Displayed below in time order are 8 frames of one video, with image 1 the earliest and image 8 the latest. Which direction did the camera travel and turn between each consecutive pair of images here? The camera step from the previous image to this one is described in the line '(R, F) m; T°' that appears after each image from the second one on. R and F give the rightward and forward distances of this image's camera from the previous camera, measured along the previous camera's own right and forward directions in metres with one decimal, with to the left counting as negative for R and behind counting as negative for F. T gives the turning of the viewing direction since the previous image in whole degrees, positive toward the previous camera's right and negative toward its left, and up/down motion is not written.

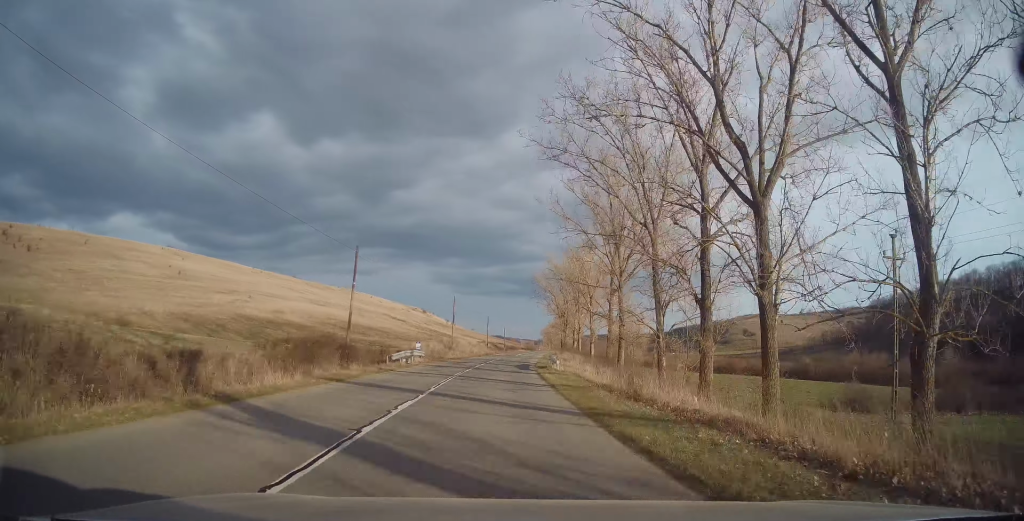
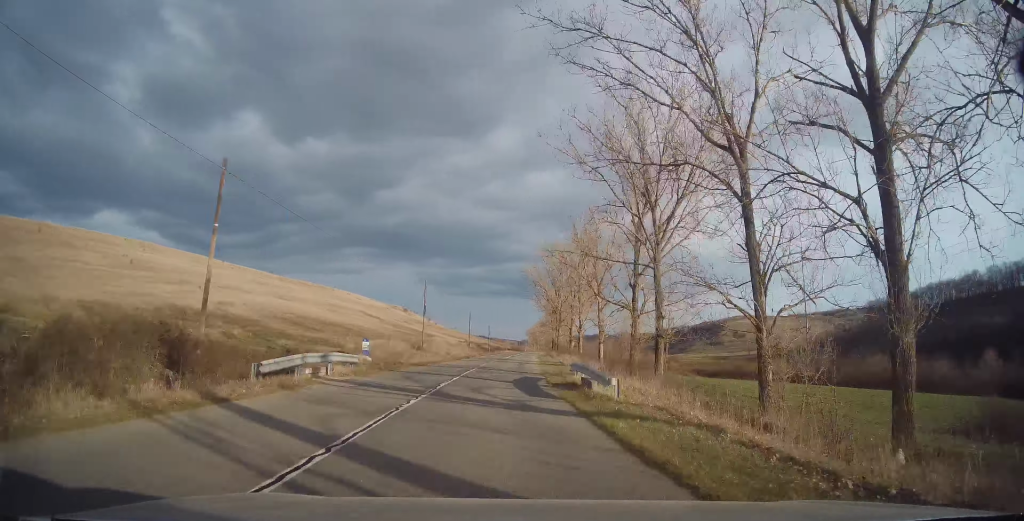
(+0.2, +14.6) m; +2°
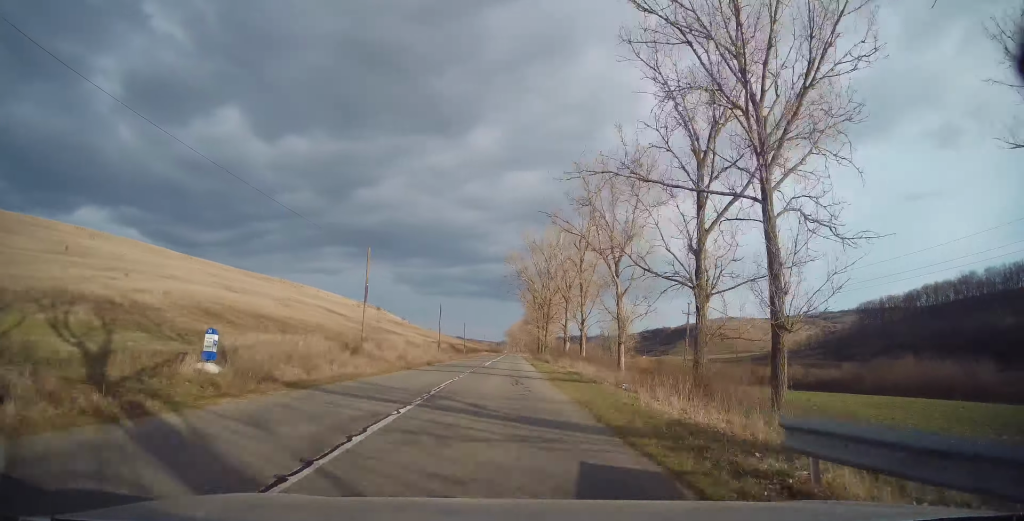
(+0.3, +16.7) m; +2°
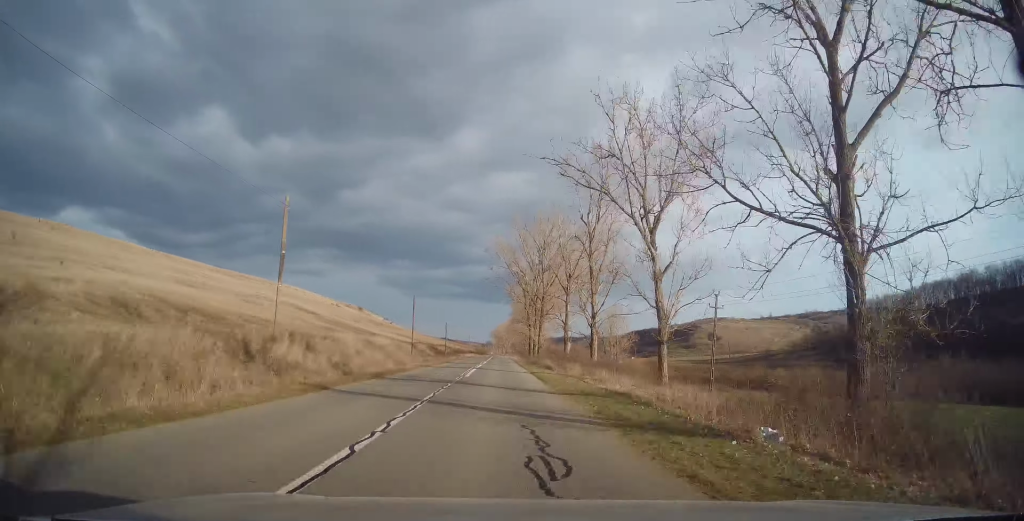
(+0.1, +12.8) m; +1°
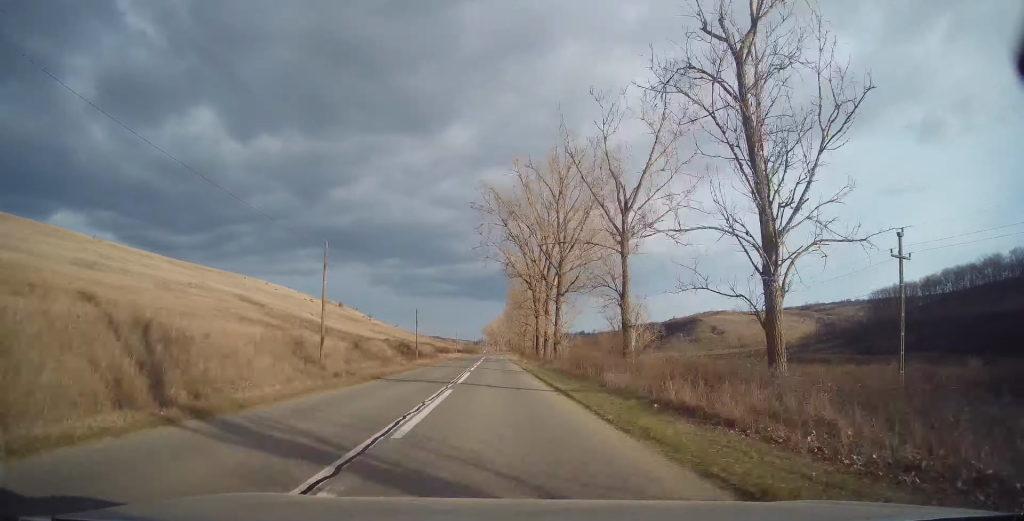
(+0.5, +28.2) m; +1°
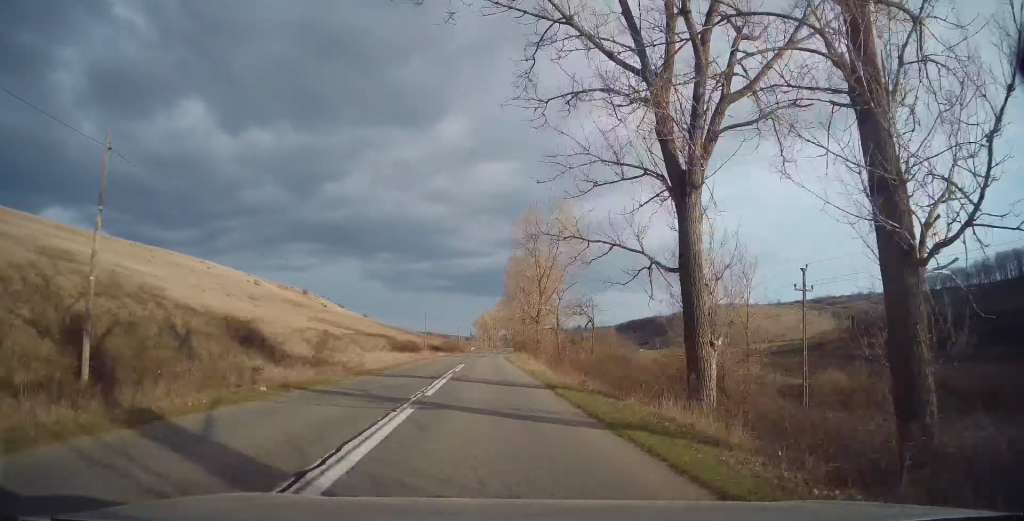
(+1.1, +53.0) m; +2°
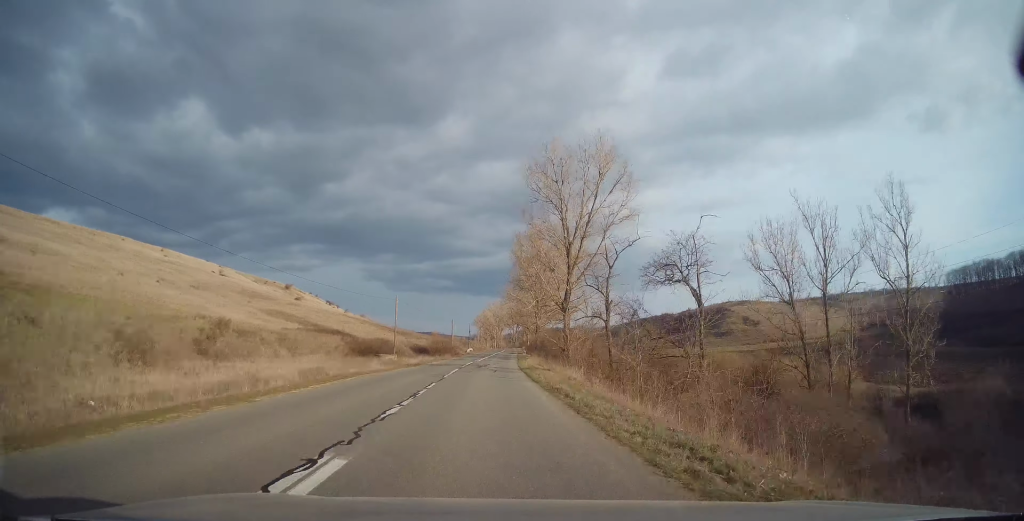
(-0.2, +27.6) m; -1°
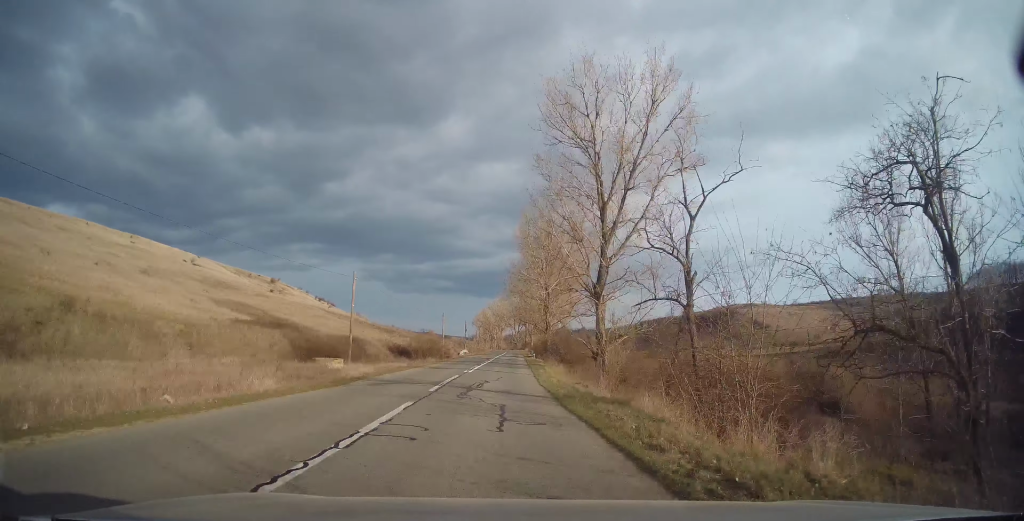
(-0.3, +16.9) m; 0°
